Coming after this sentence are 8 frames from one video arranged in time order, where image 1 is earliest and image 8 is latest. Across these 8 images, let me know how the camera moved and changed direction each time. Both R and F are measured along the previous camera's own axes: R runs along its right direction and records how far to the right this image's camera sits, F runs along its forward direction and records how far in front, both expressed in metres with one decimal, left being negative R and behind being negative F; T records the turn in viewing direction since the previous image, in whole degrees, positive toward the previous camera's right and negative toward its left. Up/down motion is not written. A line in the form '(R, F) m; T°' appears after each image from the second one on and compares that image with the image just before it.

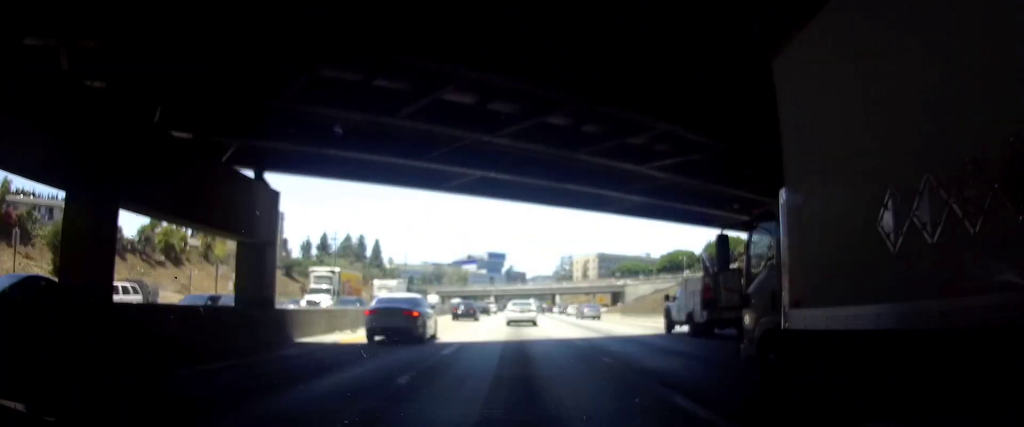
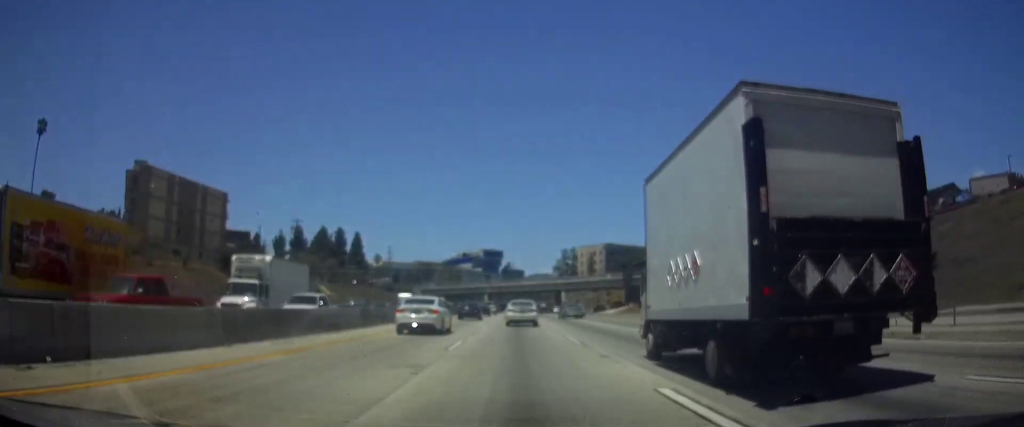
(+0.3, +28.9) m; +1°
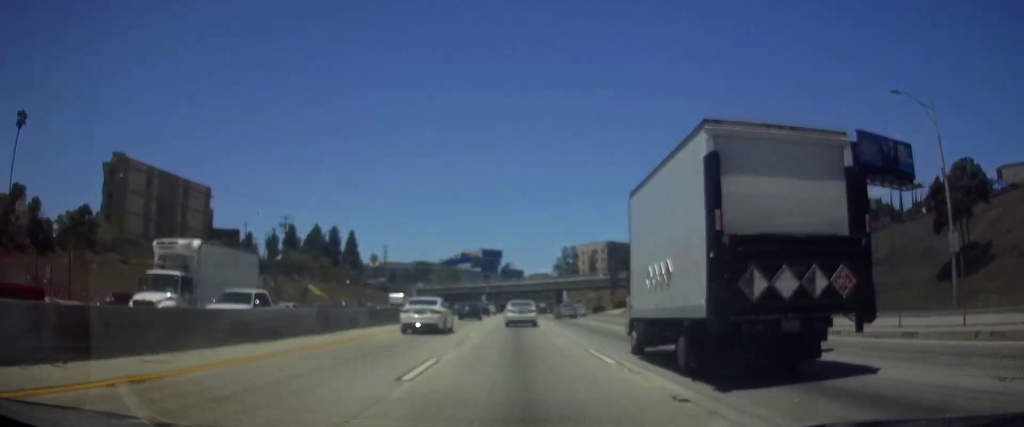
(-0.1, +6.7) m; 0°
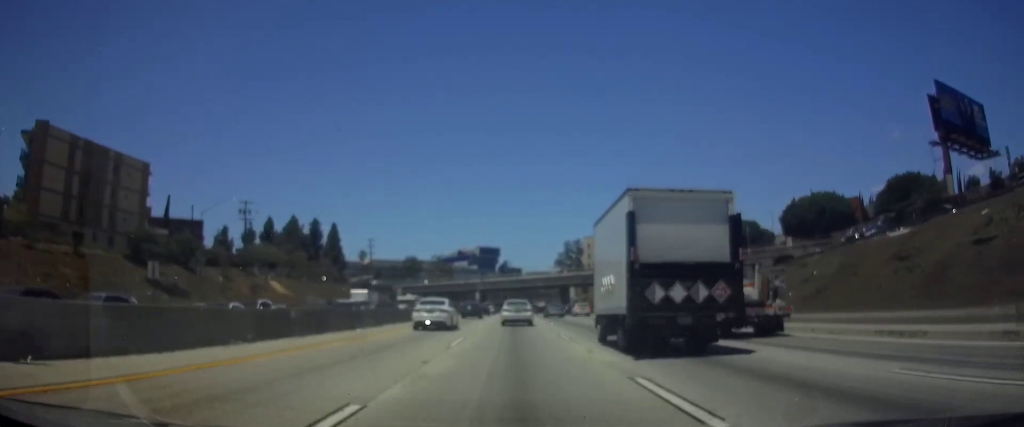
(0.0, +21.3) m; 0°
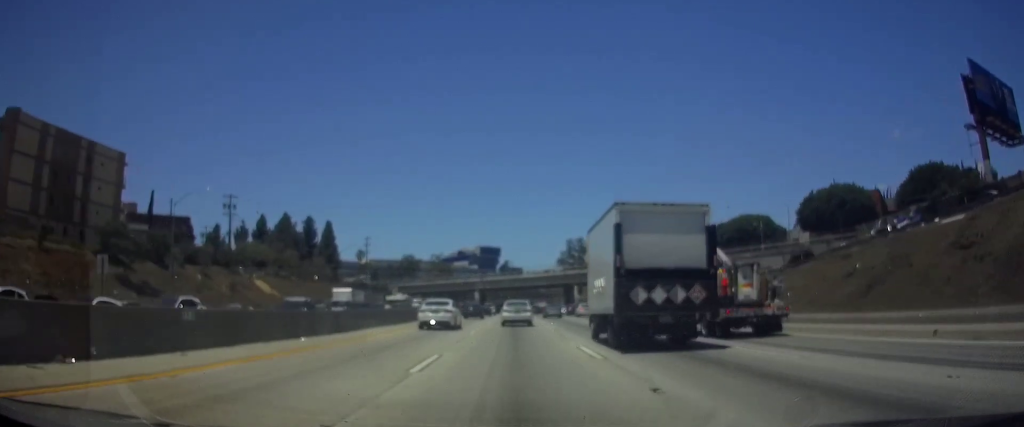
(0.0, +7.4) m; 0°
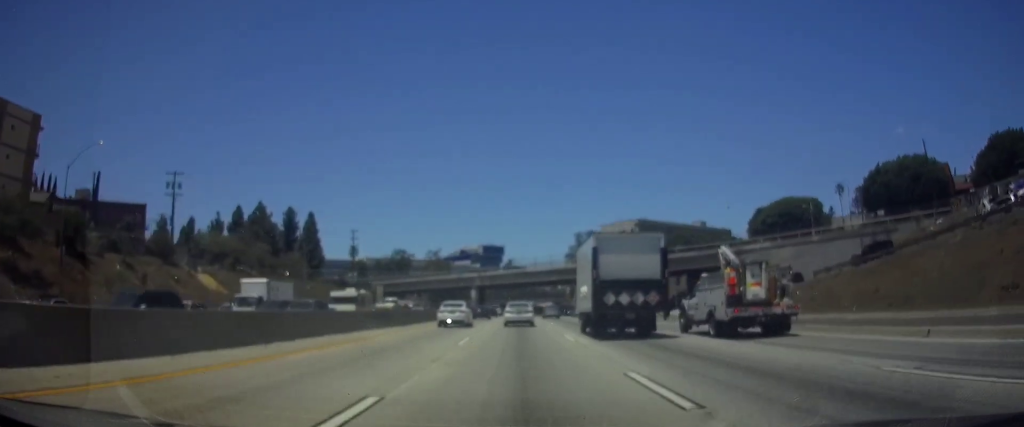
(-0.1, +22.1) m; 0°
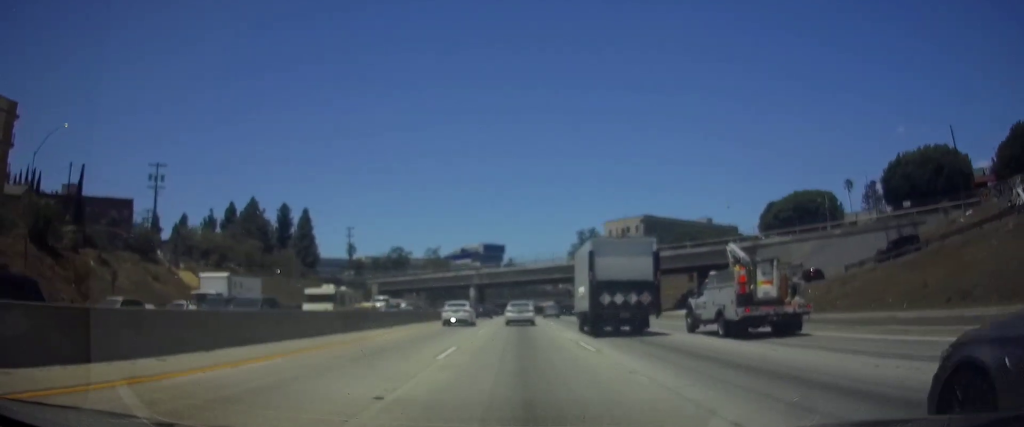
(0.0, +5.6) m; 0°
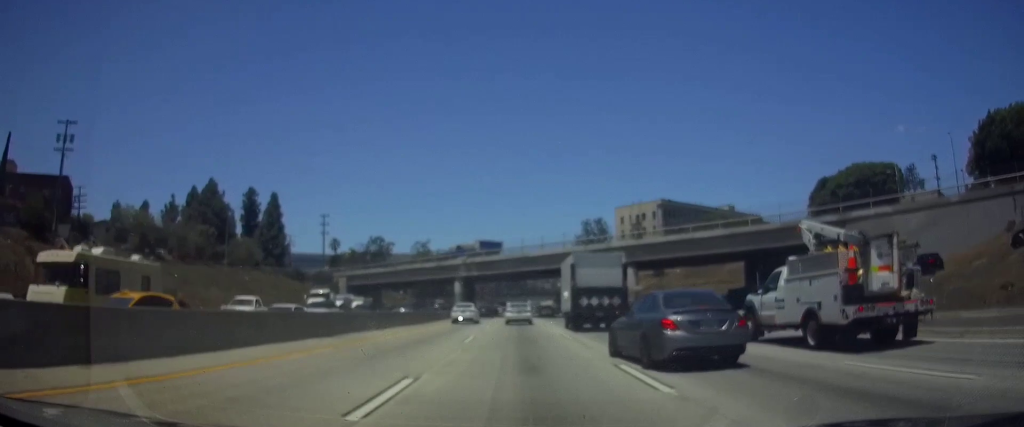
(0.0, +22.6) m; +1°
